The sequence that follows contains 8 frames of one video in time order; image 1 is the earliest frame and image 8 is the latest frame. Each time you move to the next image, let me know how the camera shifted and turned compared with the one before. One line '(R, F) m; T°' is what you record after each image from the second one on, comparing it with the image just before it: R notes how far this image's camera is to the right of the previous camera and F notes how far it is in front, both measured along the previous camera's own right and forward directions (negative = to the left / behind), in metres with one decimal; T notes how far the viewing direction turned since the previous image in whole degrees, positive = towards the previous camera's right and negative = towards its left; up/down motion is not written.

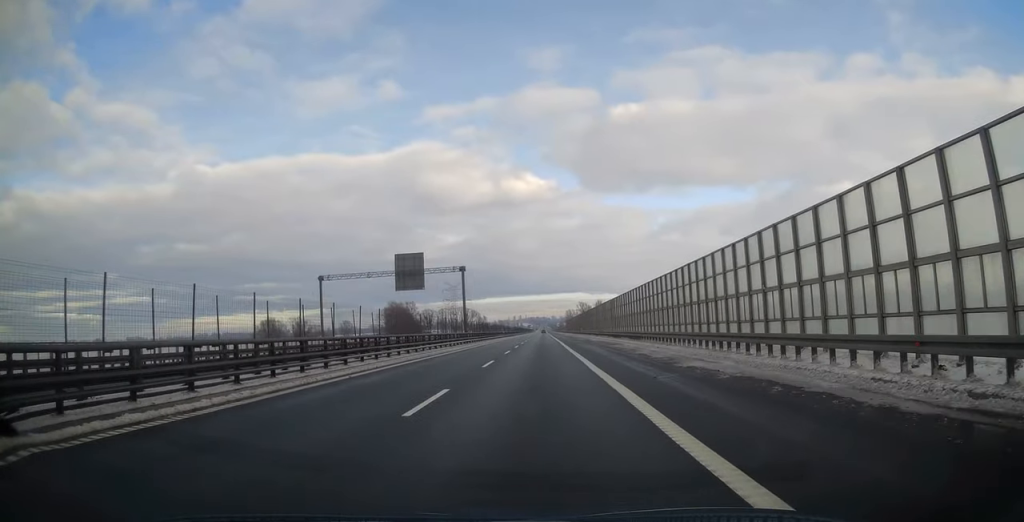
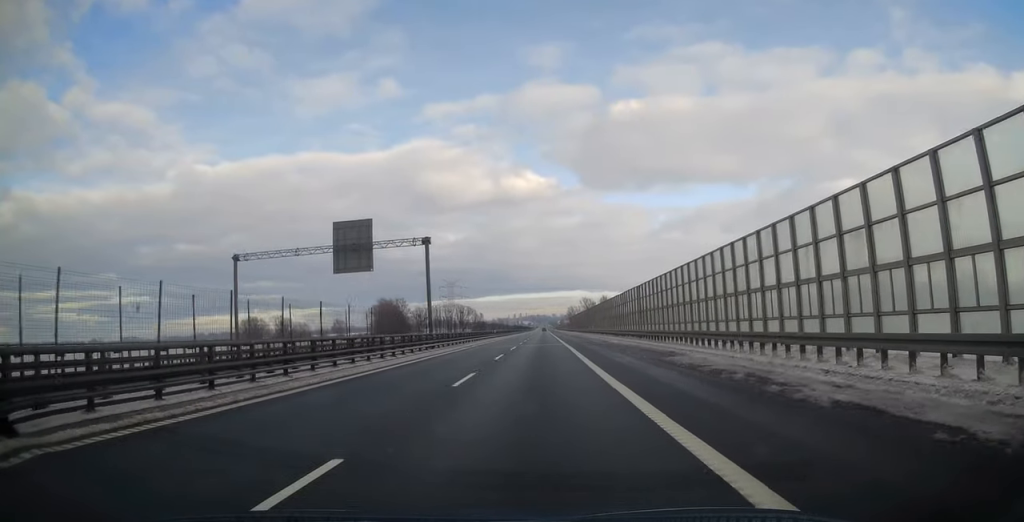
(0.0, +19.2) m; 0°
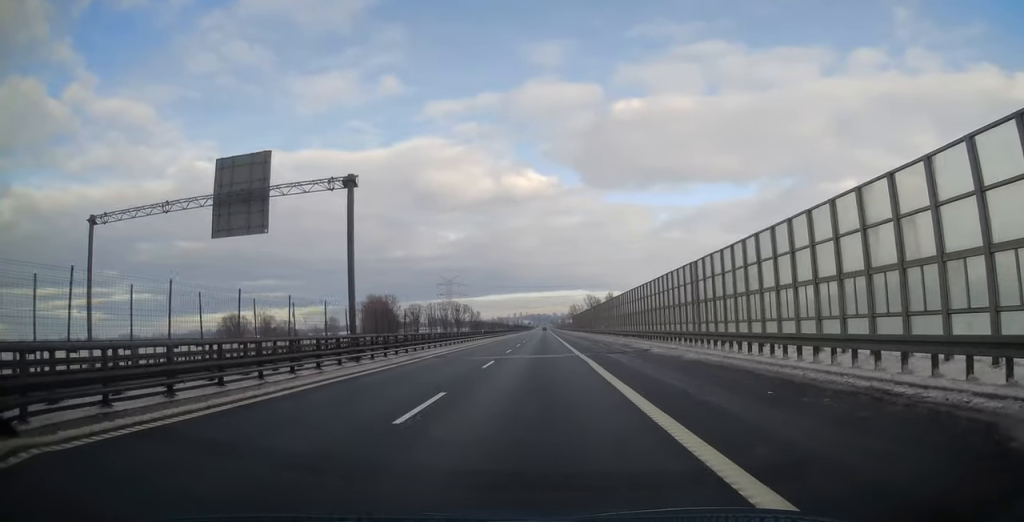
(0.0, +17.6) m; 0°
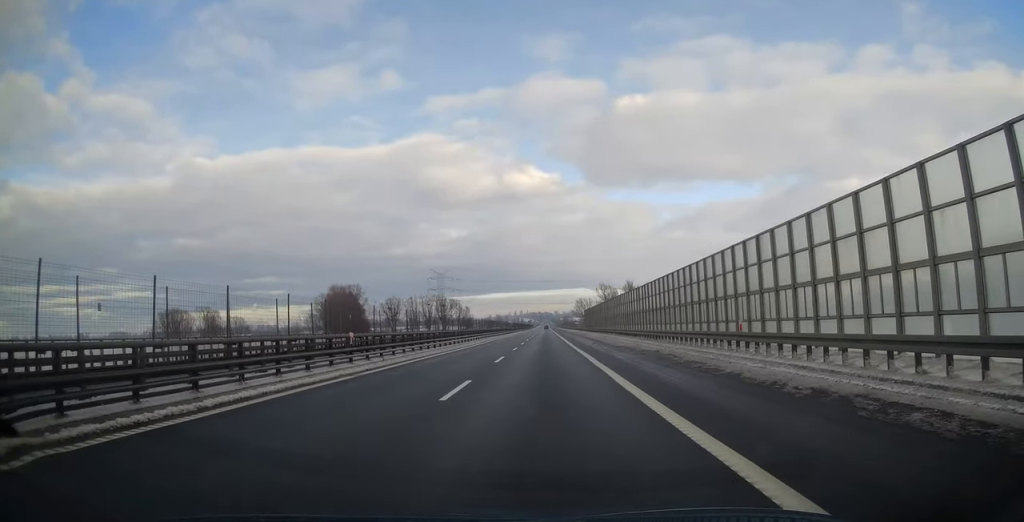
(-0.2, +45.3) m; -1°
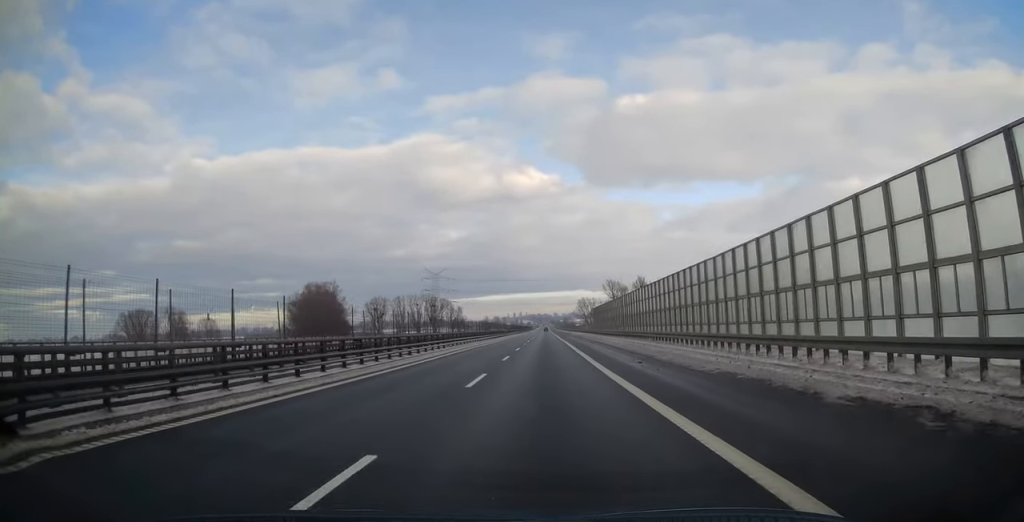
(-0.3, +20.8) m; 0°
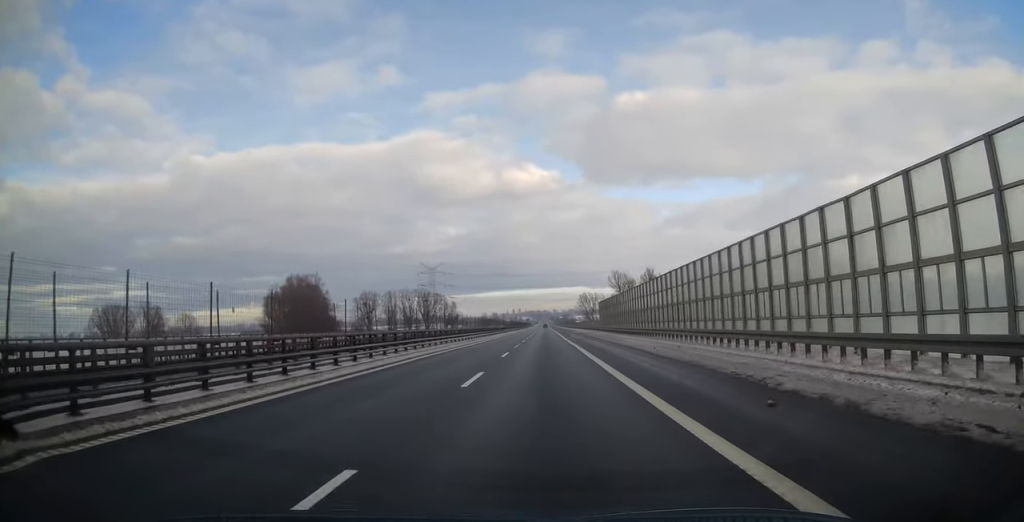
(0.0, +12.8) m; 0°
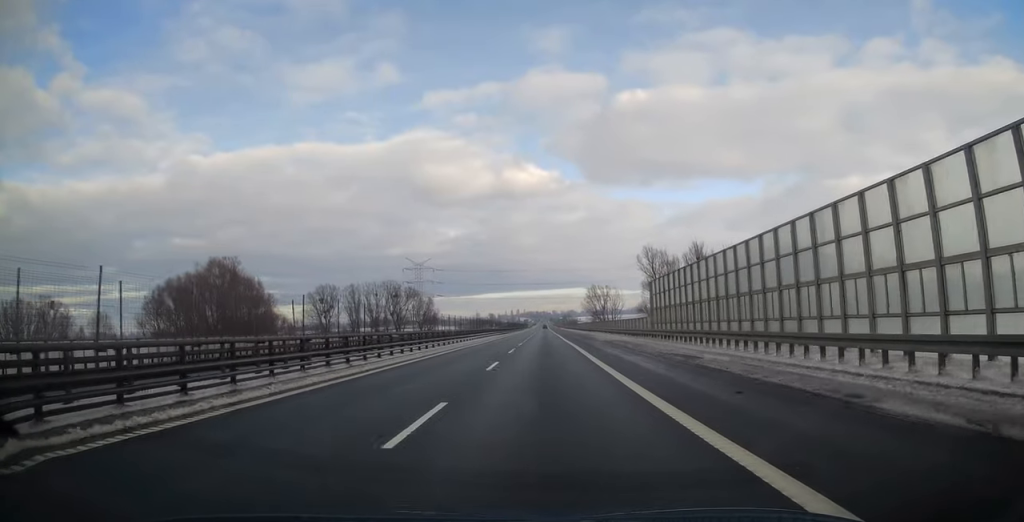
(+0.4, +42.6) m; +1°
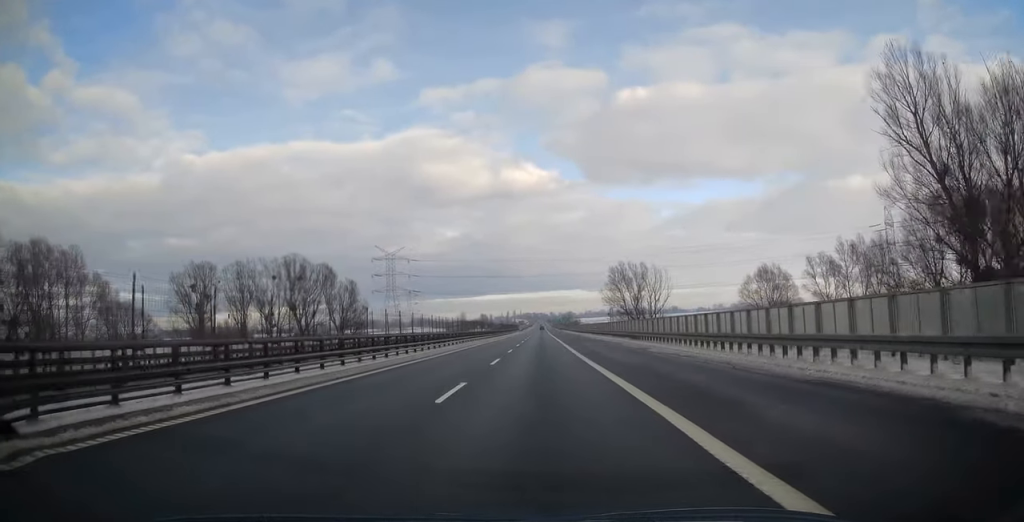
(0.0, +67.7) m; 0°
